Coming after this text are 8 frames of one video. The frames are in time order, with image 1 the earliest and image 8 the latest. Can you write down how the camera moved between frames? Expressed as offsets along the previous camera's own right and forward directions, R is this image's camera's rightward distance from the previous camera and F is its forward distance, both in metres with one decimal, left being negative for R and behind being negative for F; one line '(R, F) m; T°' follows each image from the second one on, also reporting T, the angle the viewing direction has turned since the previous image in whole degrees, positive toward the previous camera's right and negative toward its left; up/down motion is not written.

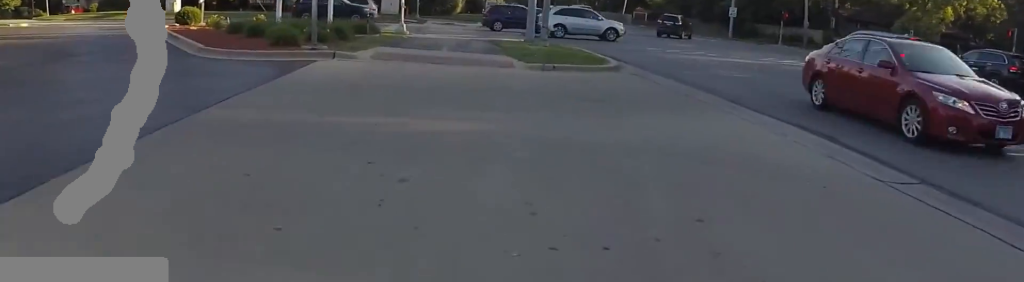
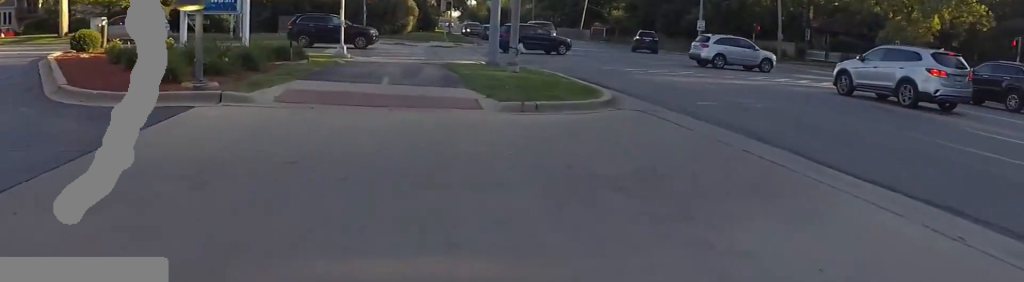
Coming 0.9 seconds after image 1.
(0.0, +4.0) m; 0°
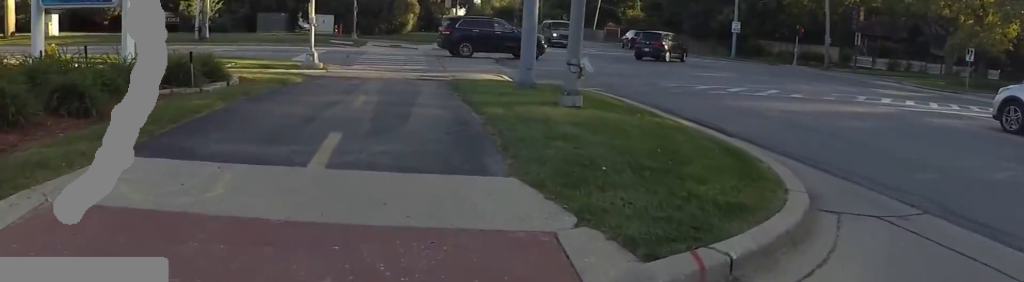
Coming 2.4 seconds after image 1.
(0.0, +6.1) m; 0°
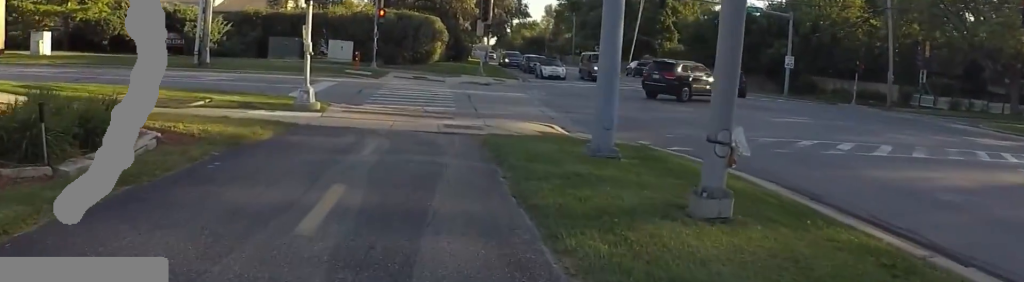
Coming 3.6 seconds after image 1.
(0.0, +3.8) m; 0°
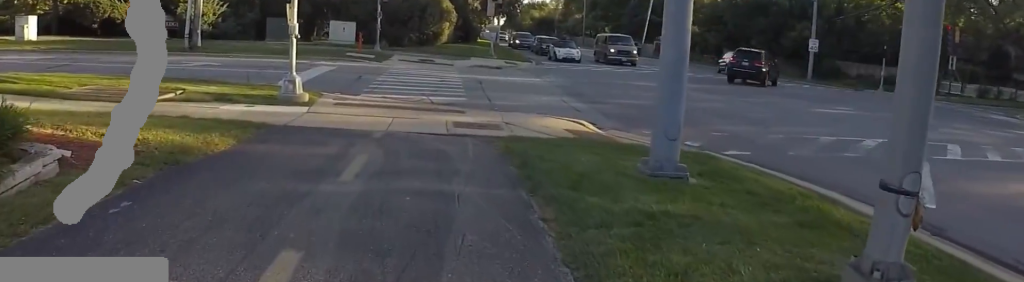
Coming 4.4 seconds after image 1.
(0.0, +1.9) m; 0°
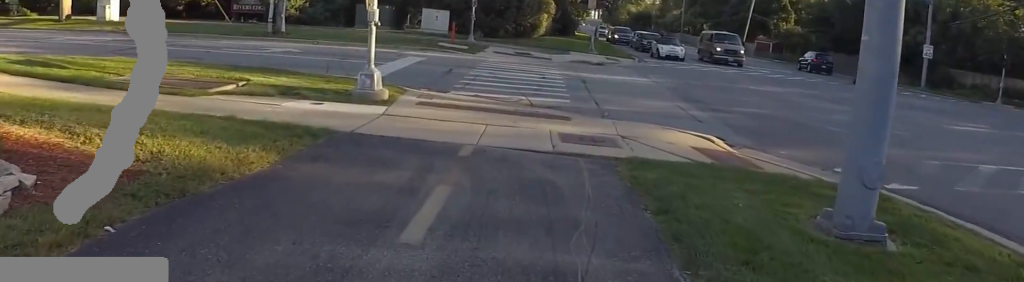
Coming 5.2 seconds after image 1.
(0.0, +1.7) m; 0°
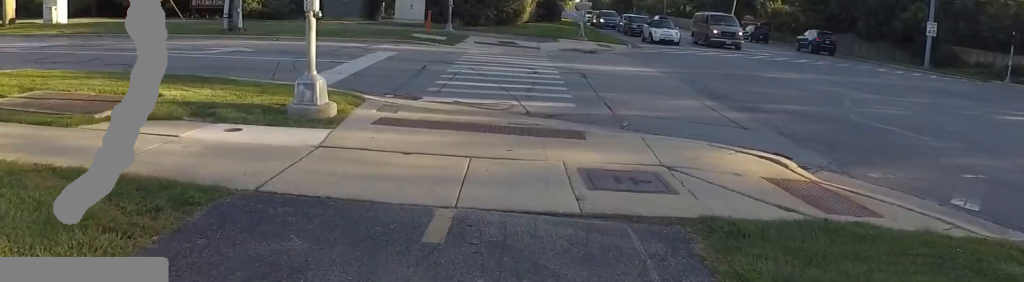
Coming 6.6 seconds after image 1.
(0.0, +2.8) m; 0°
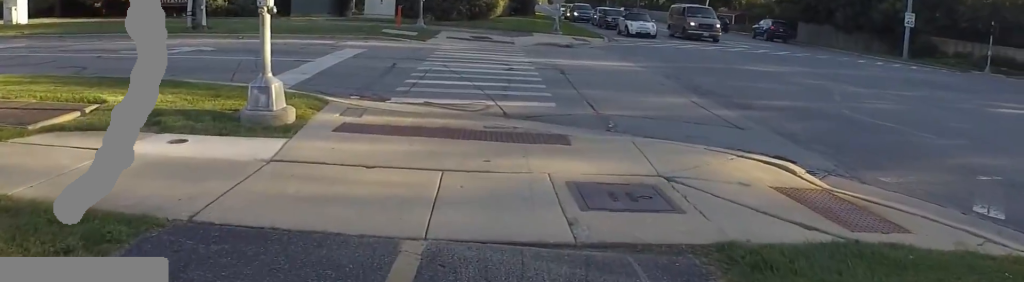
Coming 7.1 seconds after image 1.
(0.0, +0.8) m; 0°
